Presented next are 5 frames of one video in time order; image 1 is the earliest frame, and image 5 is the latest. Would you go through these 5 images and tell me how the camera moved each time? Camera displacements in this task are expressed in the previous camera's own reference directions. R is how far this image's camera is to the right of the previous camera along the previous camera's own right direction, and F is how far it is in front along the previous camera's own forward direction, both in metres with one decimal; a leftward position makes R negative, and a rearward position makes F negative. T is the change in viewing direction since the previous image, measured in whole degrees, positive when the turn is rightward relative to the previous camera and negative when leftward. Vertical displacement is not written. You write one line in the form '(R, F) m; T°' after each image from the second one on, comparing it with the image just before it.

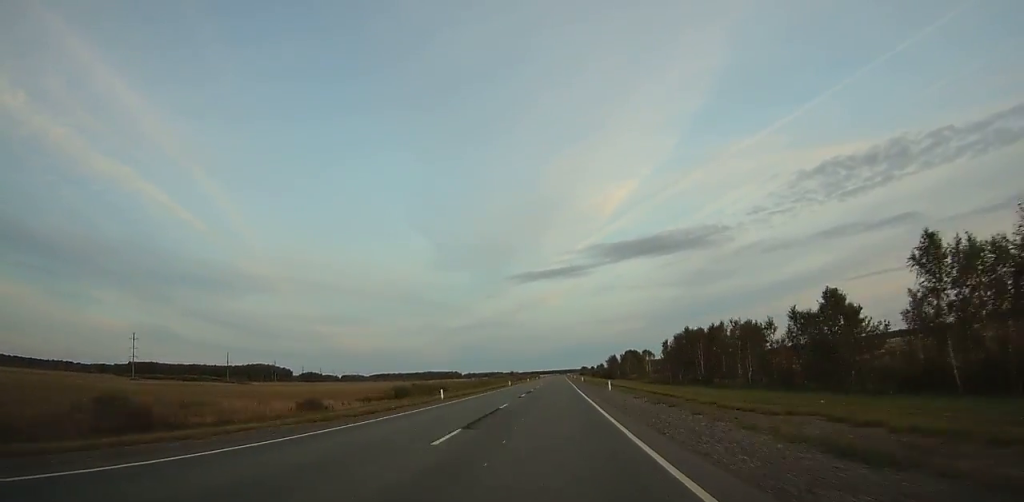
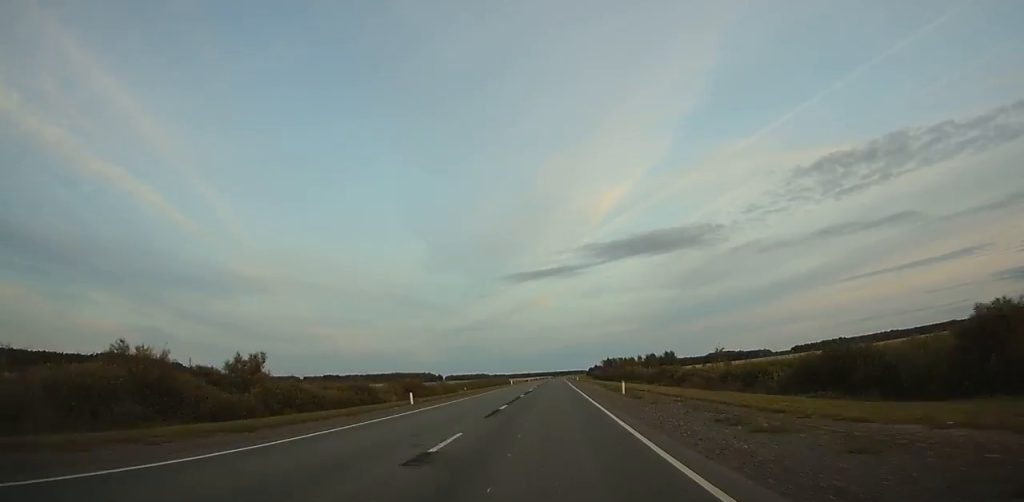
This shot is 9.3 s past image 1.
(-0.5, +263.7) m; 0°
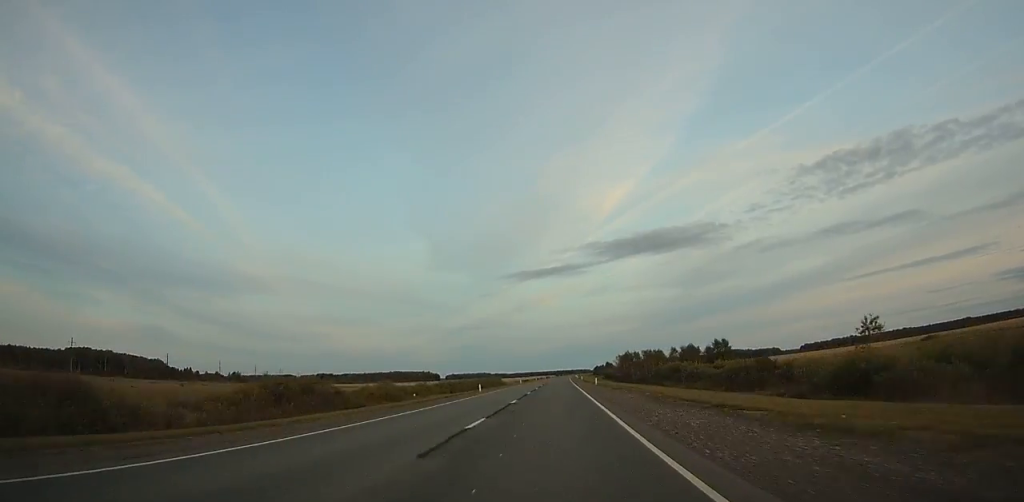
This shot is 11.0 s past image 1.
(+0.1, +45.3) m; 0°
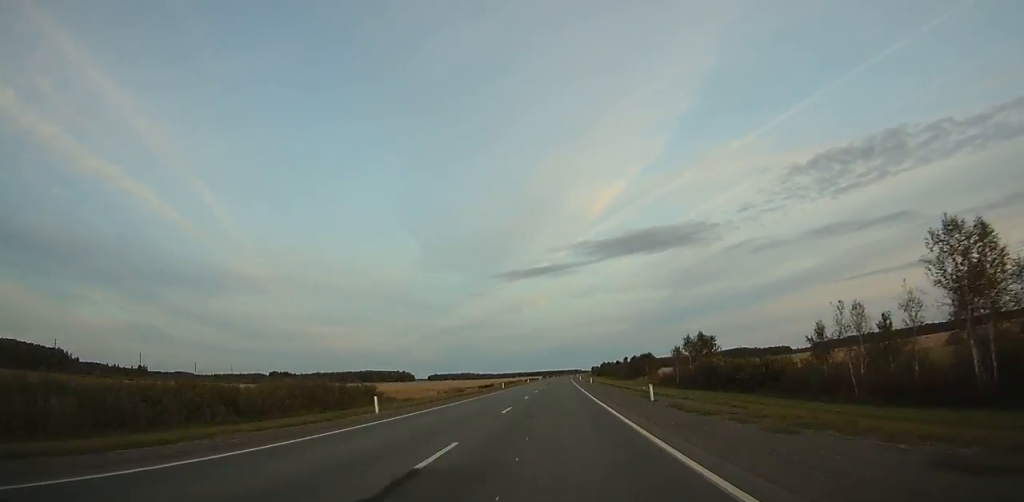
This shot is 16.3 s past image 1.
(+0.2, +137.8) m; 0°
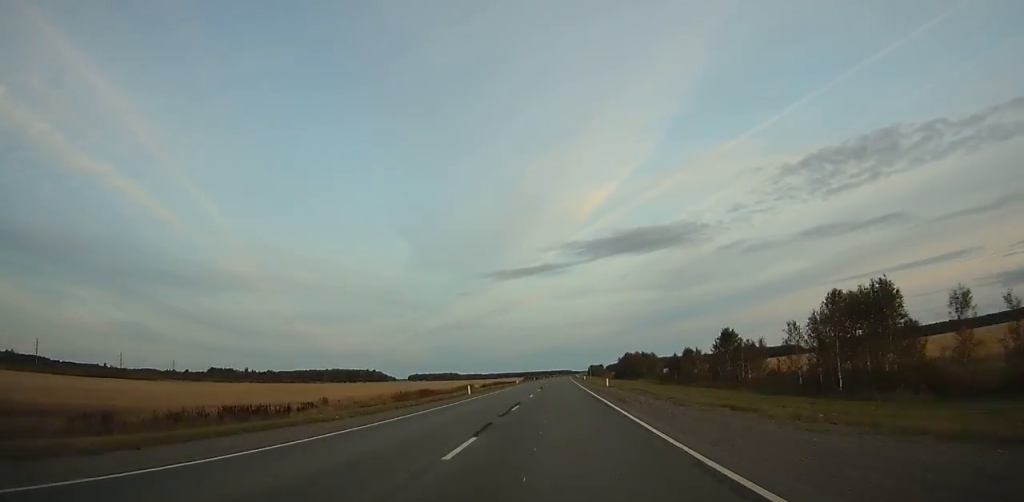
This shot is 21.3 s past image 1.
(+1.4, +129.2) m; +1°
